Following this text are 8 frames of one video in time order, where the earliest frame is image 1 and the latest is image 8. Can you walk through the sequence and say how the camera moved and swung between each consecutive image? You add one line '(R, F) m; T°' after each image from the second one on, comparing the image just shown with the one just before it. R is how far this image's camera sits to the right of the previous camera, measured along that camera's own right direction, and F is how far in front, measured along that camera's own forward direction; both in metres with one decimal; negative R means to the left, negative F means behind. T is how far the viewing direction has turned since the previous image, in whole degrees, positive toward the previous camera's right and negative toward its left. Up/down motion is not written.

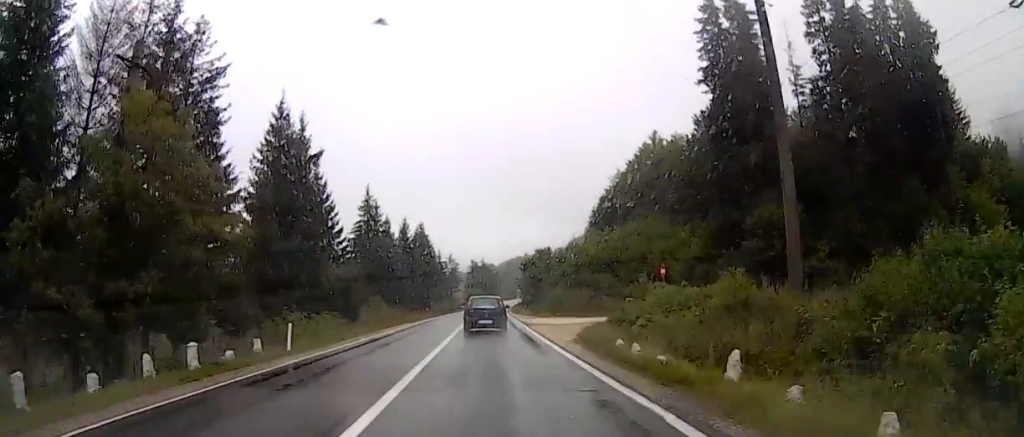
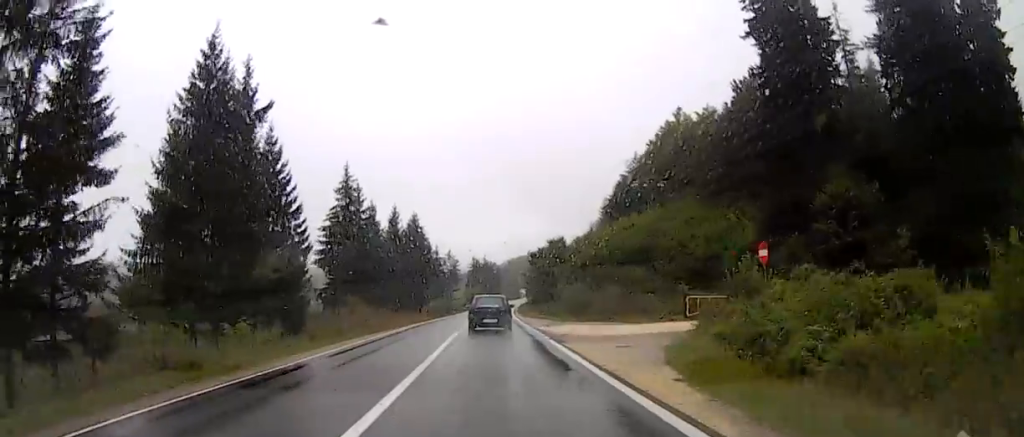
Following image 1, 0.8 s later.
(0.0, +12.9) m; 0°
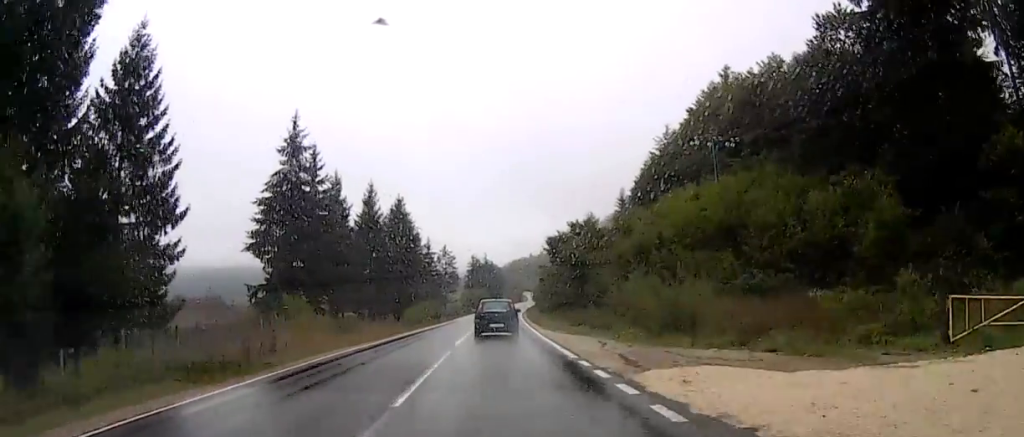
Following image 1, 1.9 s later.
(0.0, +19.9) m; 0°
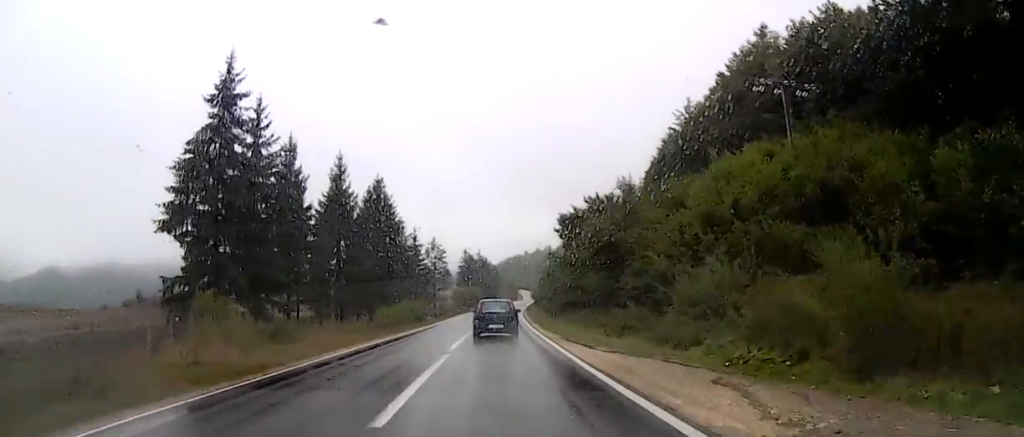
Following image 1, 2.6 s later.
(0.0, +13.2) m; 0°
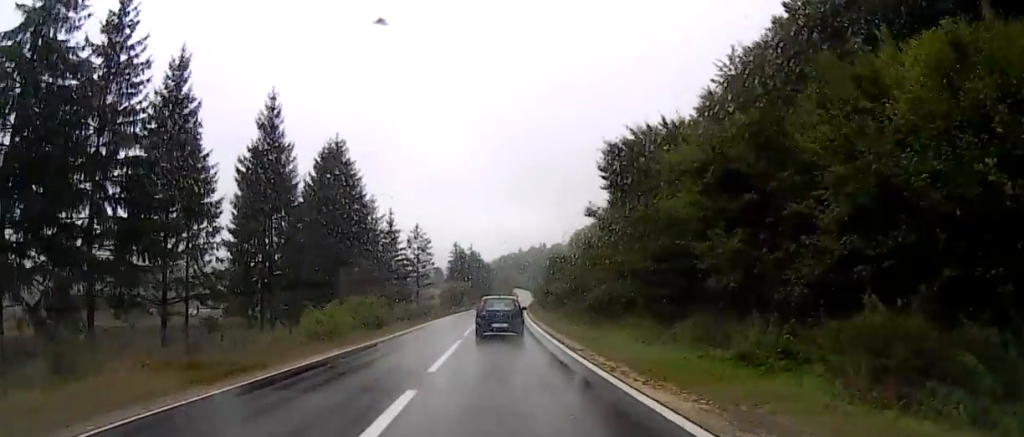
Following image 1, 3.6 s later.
(-0.1, +19.5) m; 0°
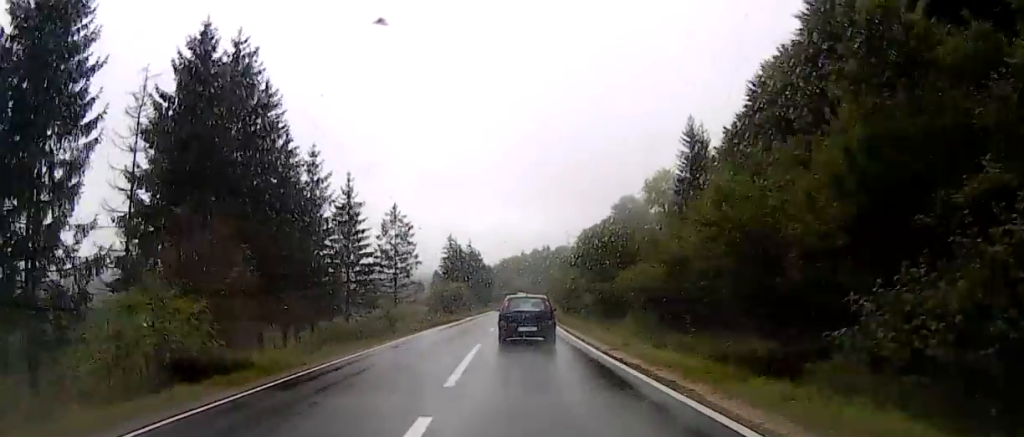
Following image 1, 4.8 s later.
(0.0, +27.6) m; +2°
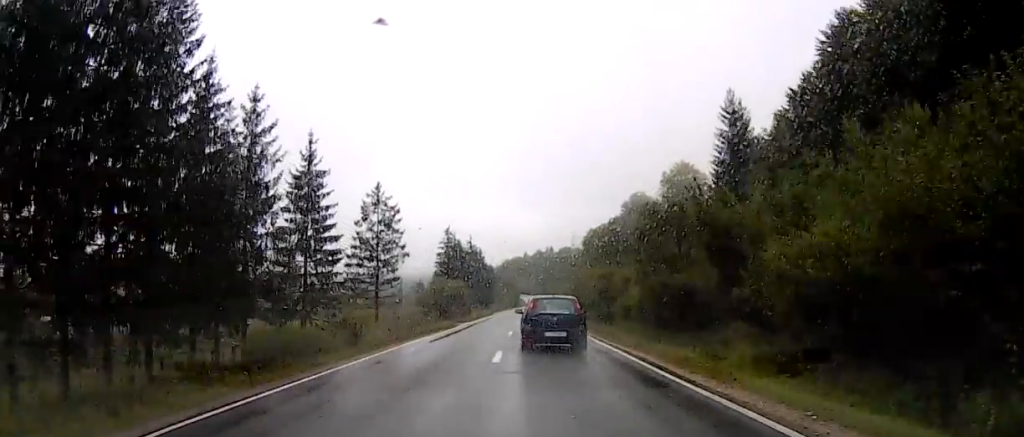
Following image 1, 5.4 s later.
(+0.4, +15.7) m; +1°
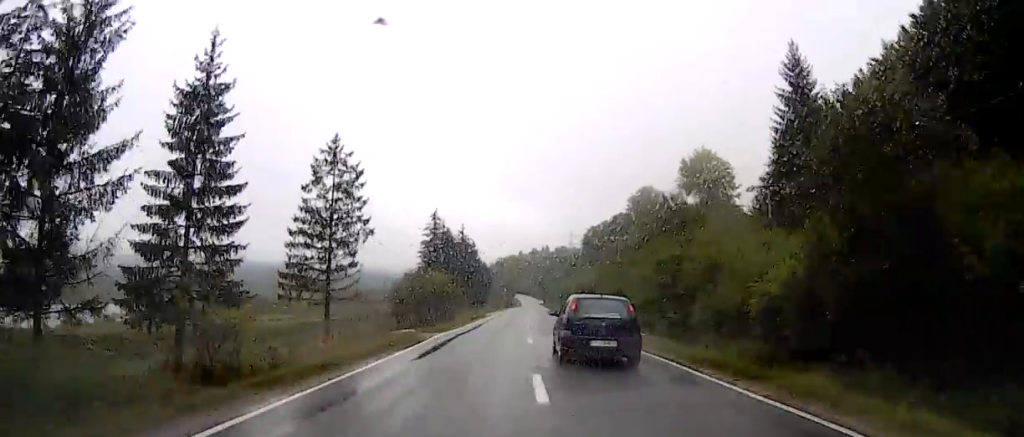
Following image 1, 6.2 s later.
(+0.2, +20.8) m; 0°
